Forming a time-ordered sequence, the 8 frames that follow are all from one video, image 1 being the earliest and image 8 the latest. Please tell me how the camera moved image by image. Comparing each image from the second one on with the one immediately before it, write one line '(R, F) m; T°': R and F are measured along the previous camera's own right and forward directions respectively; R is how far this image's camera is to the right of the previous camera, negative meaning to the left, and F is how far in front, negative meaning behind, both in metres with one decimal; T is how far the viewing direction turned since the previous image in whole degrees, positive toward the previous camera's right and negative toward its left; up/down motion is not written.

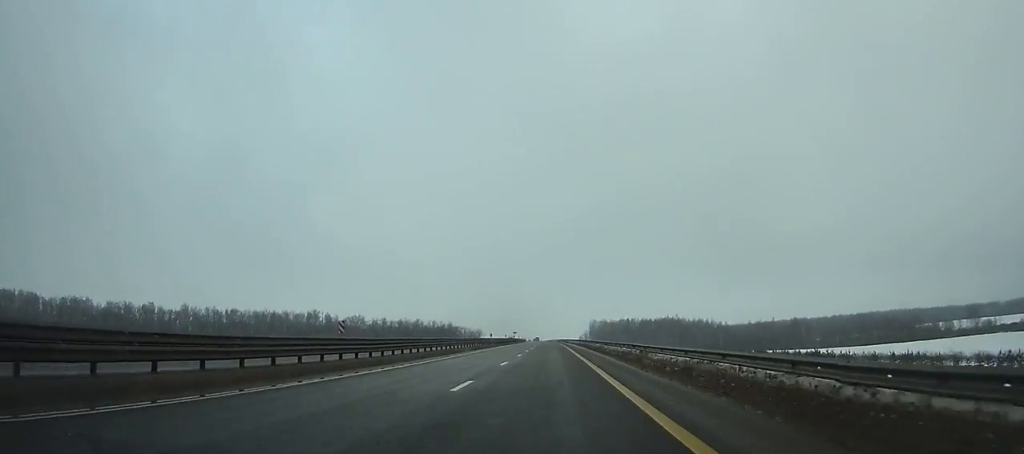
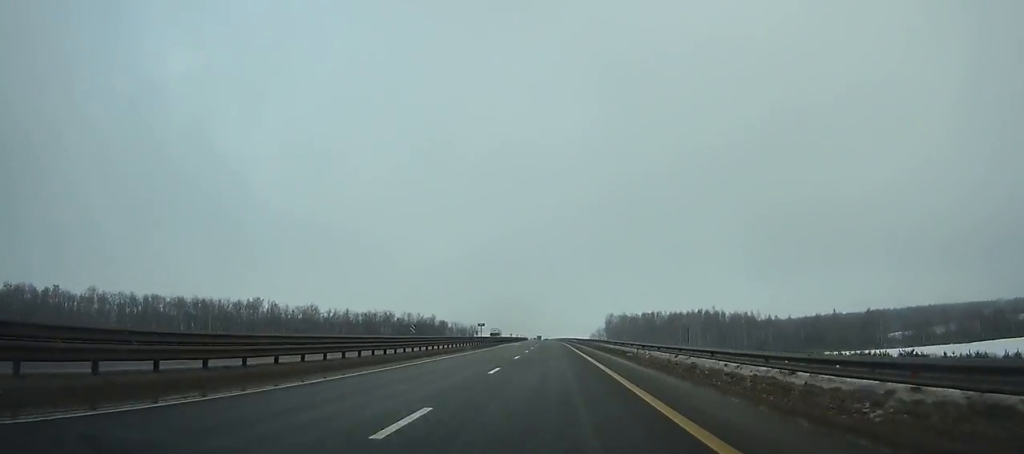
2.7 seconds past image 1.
(-0.5, +77.8) m; -1°
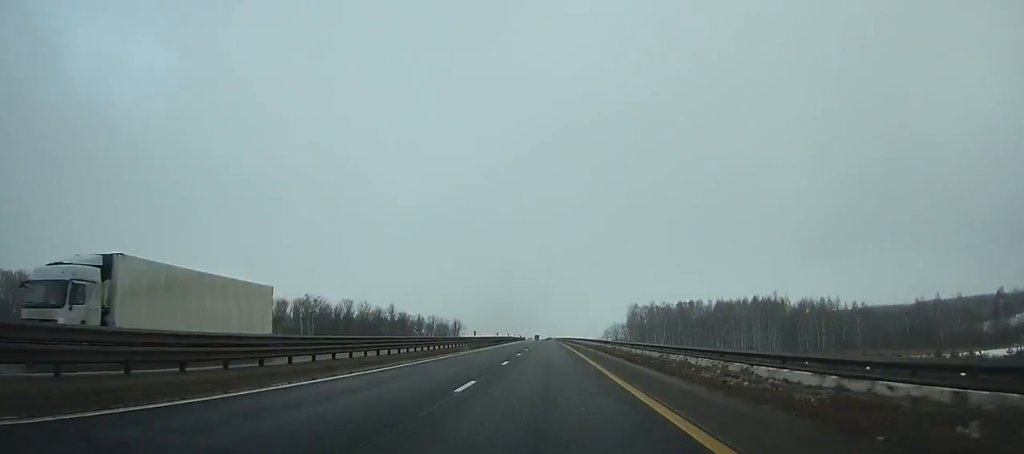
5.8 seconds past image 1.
(-0.5, +88.8) m; -1°
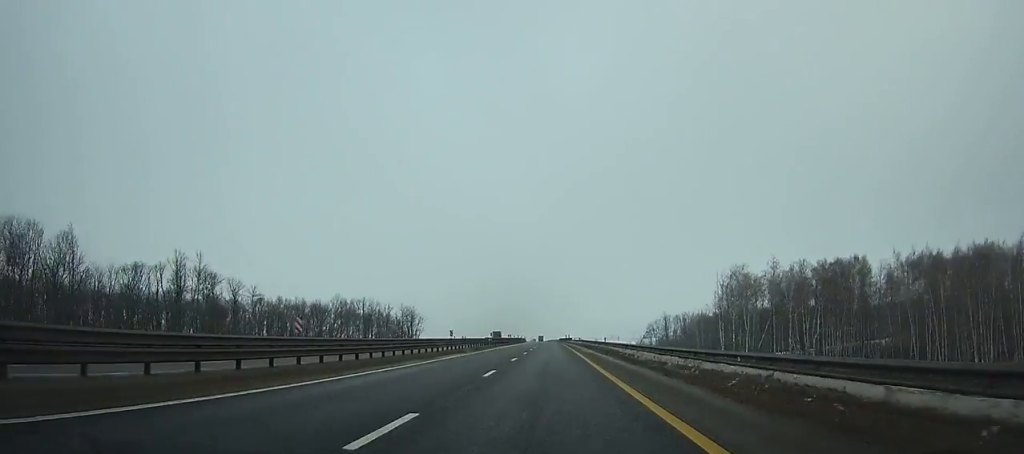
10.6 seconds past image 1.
(-1.4, +136.3) m; -1°
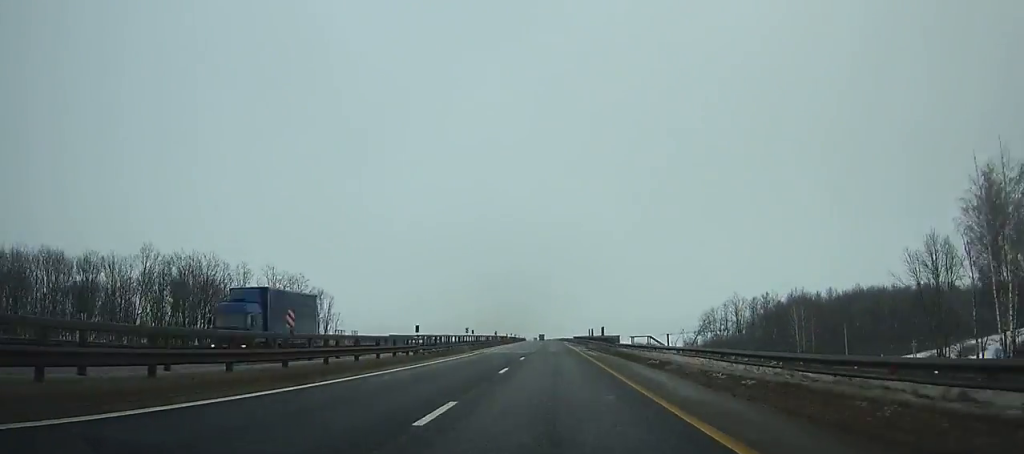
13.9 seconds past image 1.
(-0.6, +93.3) m; -1°
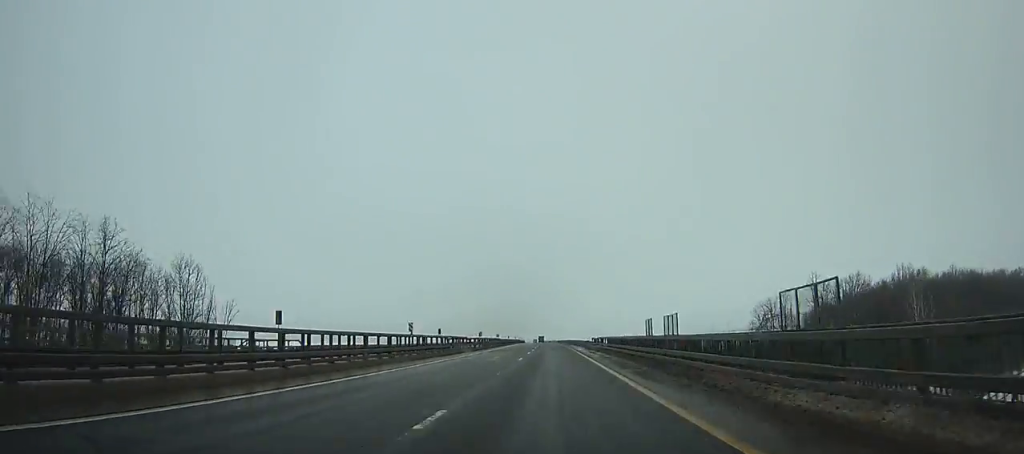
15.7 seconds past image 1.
(-0.2, +51.0) m; 0°
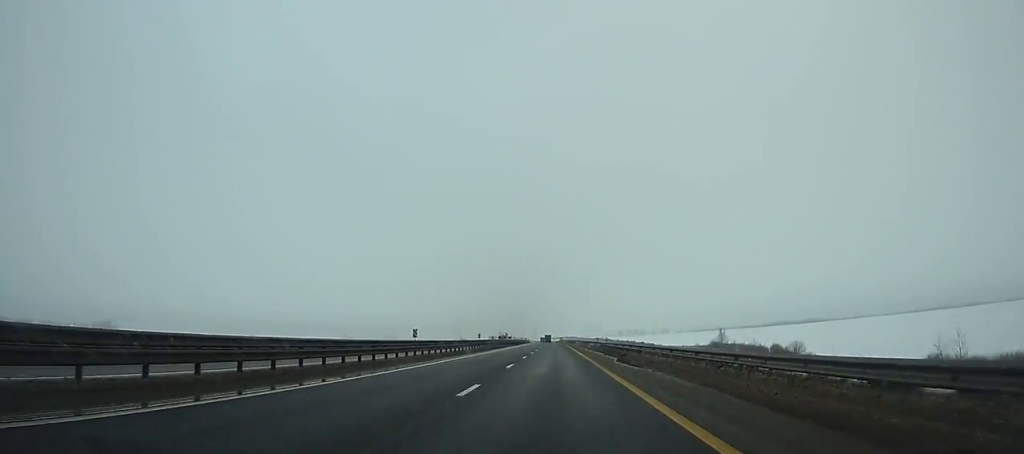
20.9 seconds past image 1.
(-1.9, +148.3) m; -1°
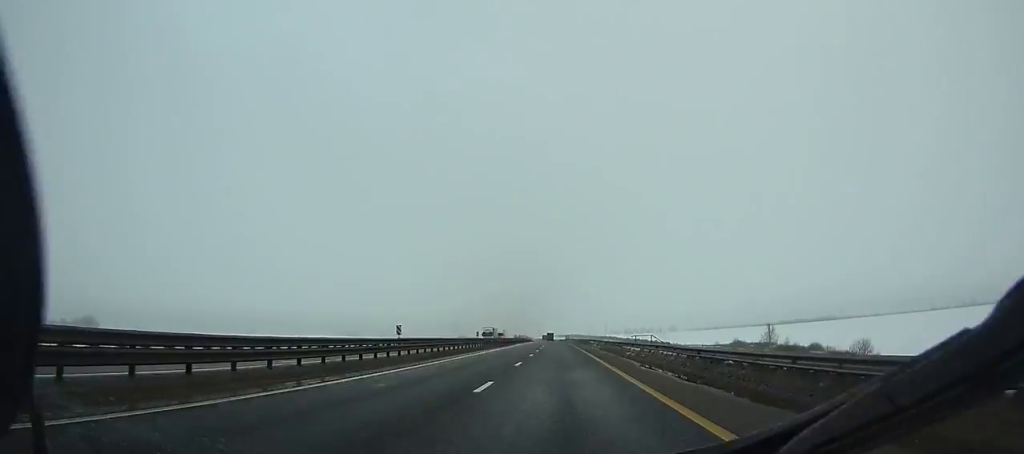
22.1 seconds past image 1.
(-0.2, +34.5) m; 0°
